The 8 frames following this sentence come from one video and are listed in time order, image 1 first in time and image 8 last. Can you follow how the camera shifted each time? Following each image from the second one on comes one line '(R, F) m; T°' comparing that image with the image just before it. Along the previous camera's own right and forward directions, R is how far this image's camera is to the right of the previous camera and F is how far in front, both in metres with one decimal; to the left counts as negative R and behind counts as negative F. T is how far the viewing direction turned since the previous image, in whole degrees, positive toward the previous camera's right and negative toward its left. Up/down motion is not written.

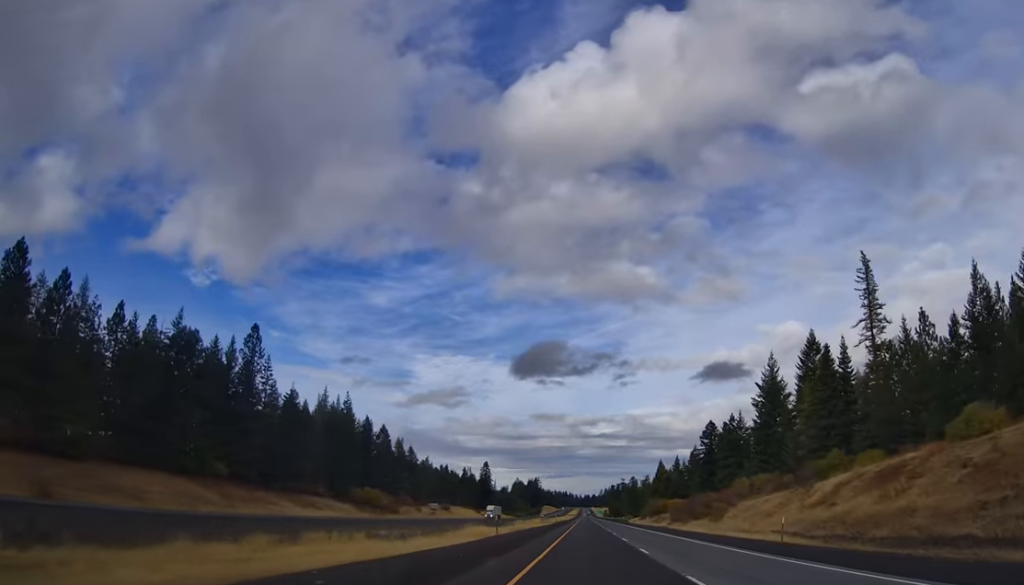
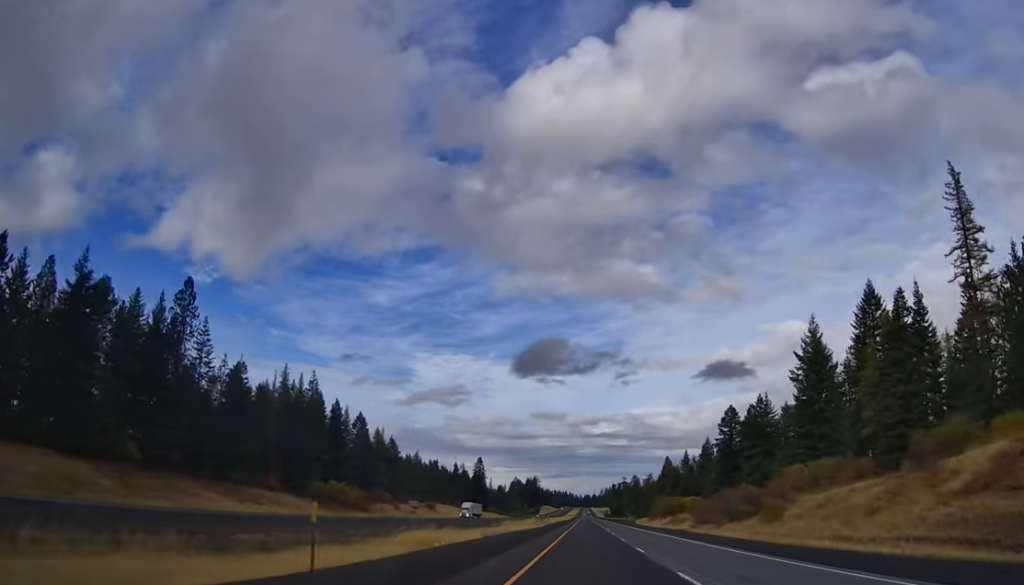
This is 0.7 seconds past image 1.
(+0.2, +23.6) m; +1°
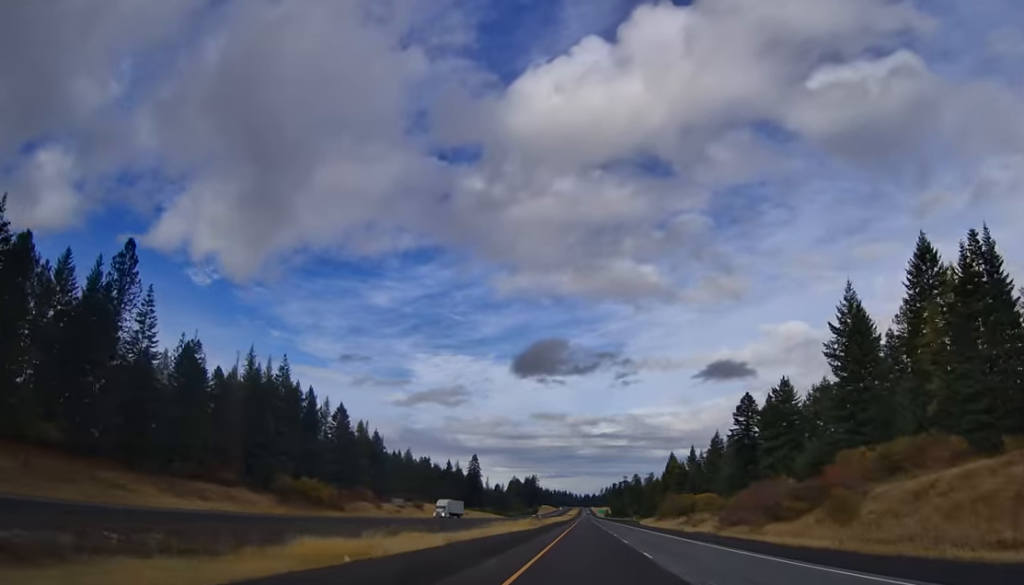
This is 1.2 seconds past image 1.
(+0.3, +15.8) m; 0°
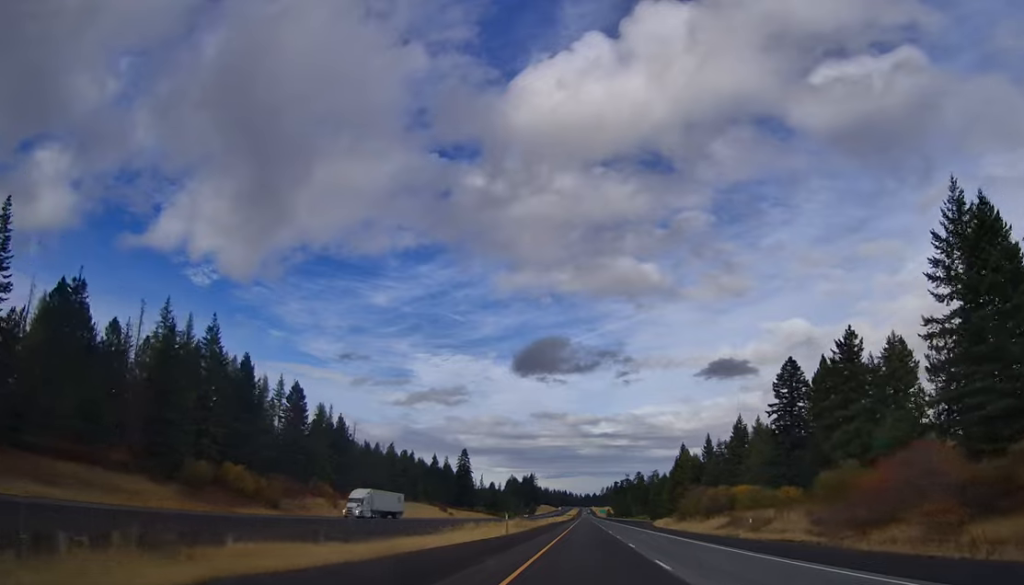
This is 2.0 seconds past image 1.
(-0.3, +29.4) m; 0°
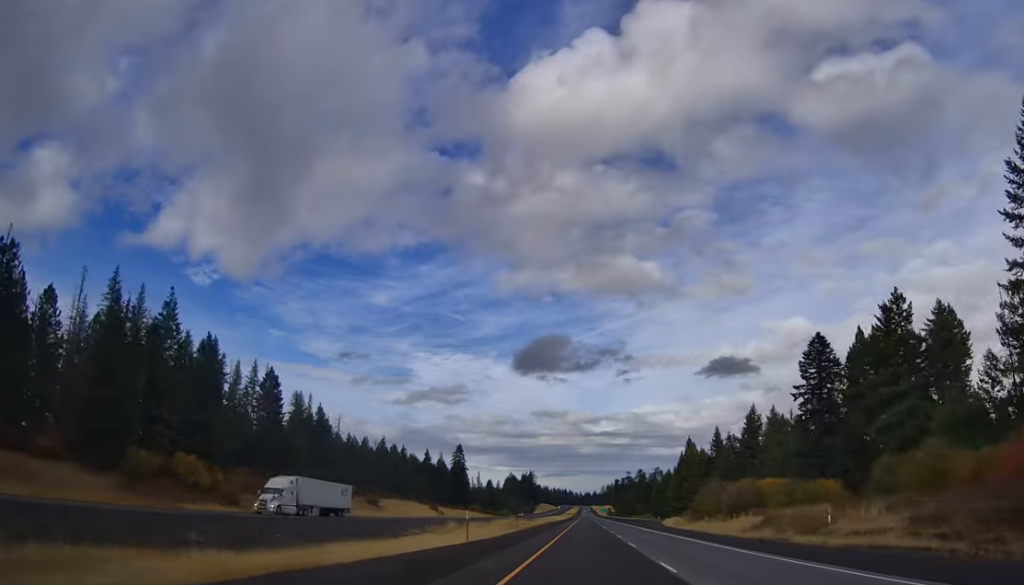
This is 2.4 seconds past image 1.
(-0.2, +13.5) m; 0°
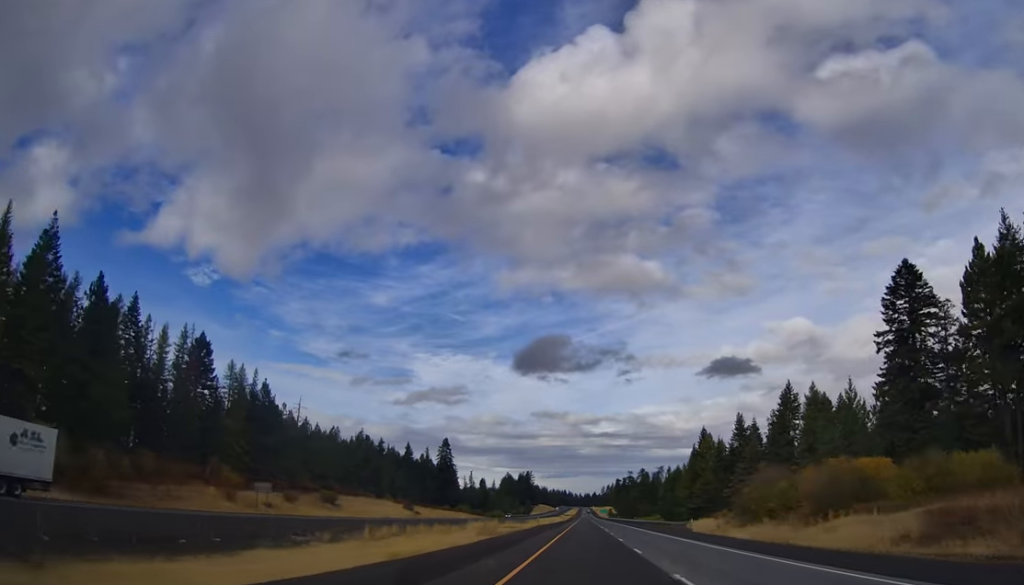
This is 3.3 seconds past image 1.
(+0.3, +28.2) m; +1°
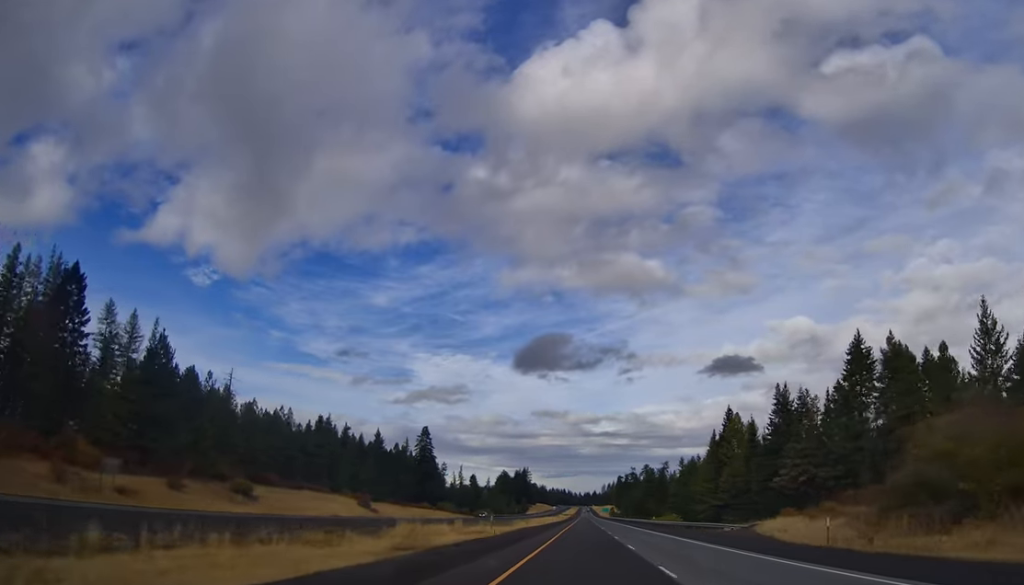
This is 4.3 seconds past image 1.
(+0.4, +35.0) m; 0°
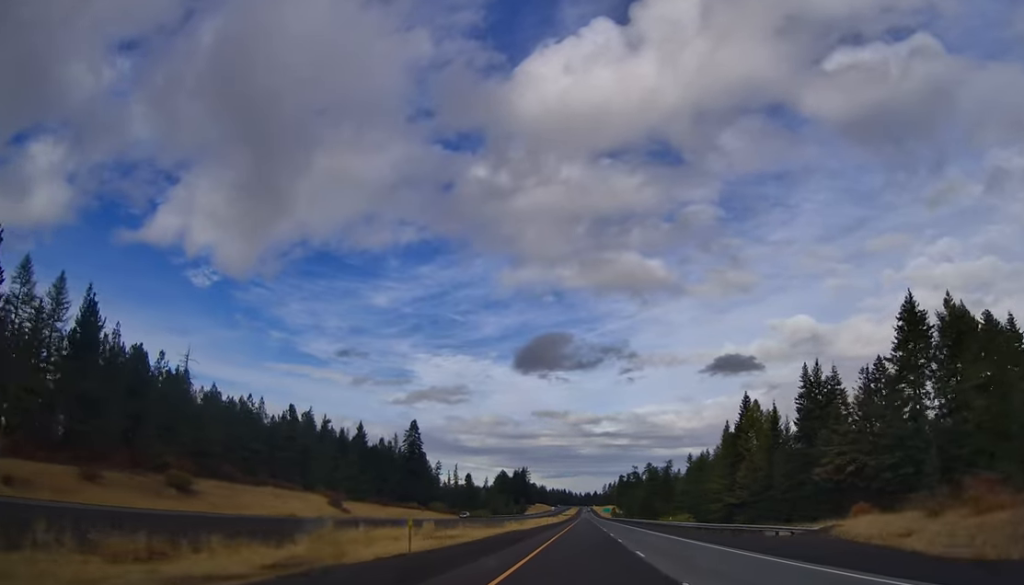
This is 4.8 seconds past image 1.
(-0.1, +16.9) m; 0°
